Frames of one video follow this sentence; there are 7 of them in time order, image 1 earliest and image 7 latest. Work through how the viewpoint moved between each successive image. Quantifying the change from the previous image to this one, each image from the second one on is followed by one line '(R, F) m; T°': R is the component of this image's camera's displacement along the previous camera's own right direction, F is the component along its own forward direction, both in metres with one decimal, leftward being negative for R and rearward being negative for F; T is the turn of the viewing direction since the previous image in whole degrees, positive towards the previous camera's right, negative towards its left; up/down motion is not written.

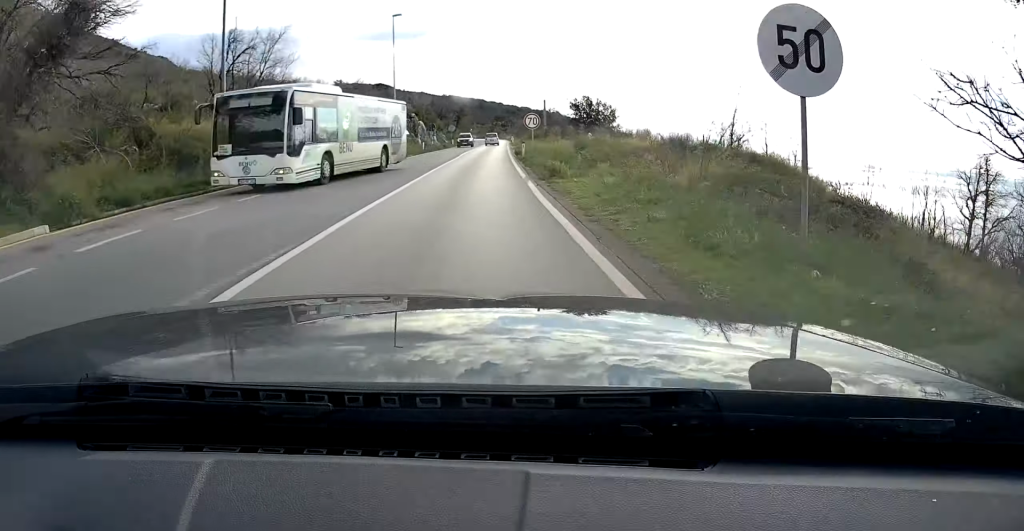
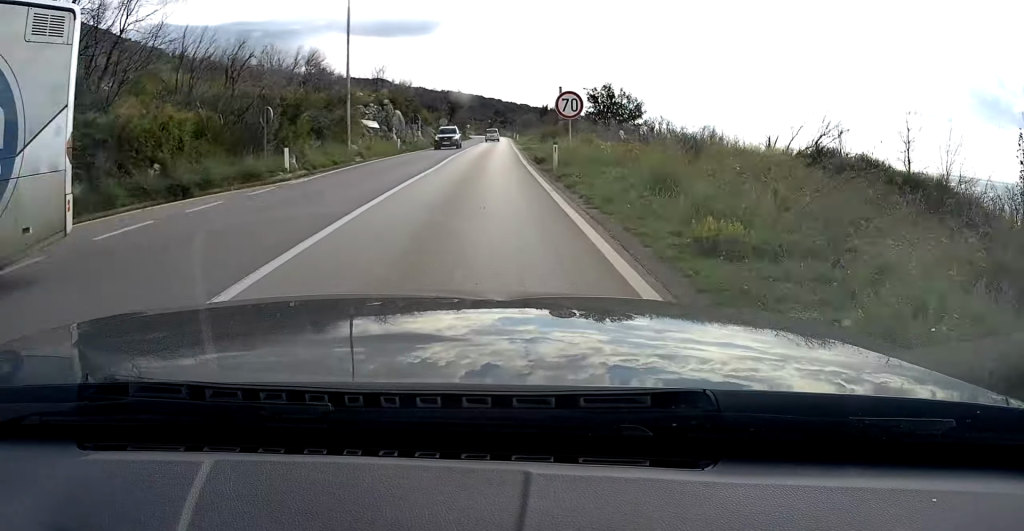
(+0.2, +15.6) m; +1°
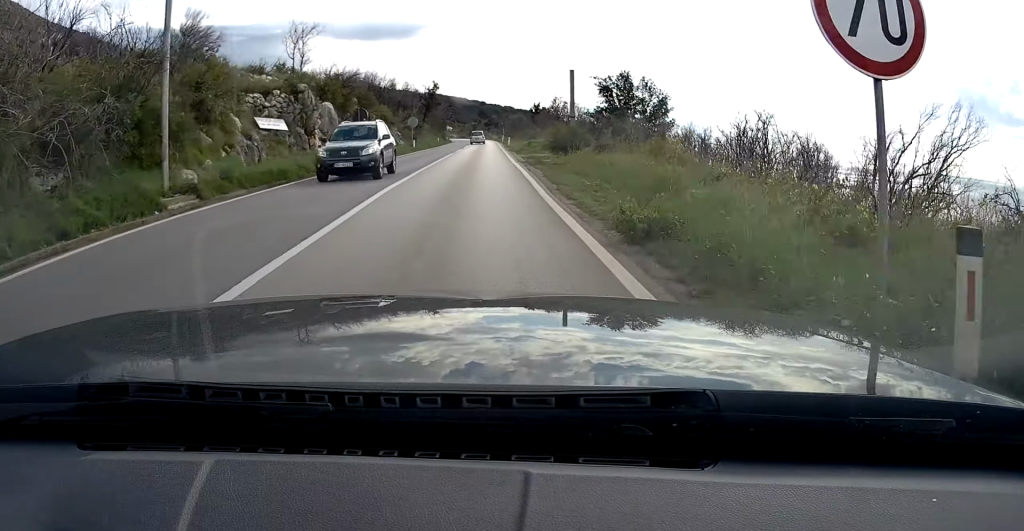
(+0.2, +17.0) m; +1°
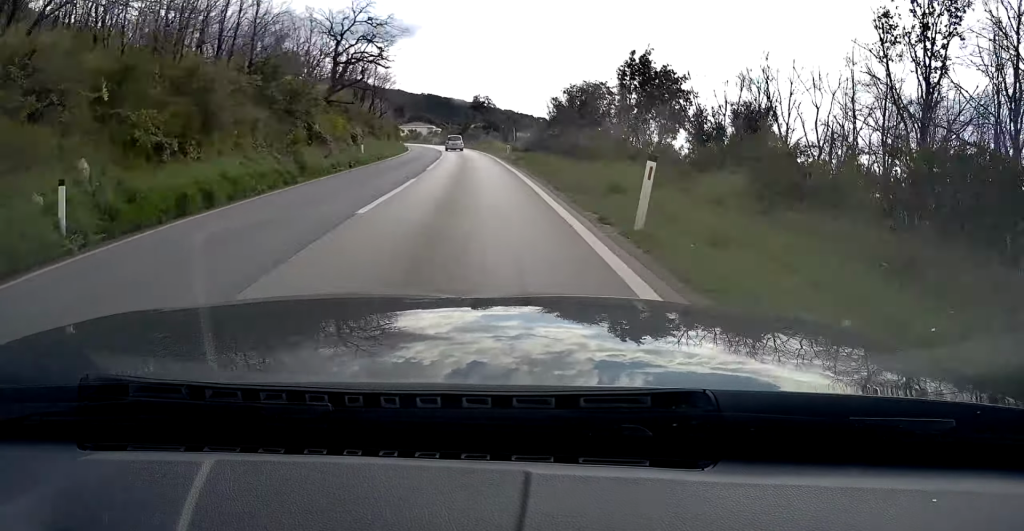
(+1.1, +75.6) m; 0°
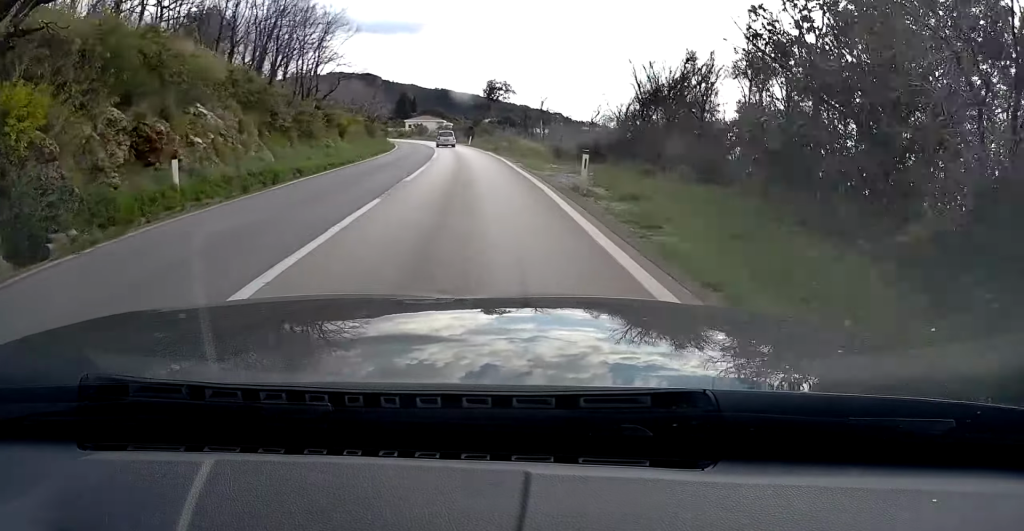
(0.0, +24.2) m; -1°
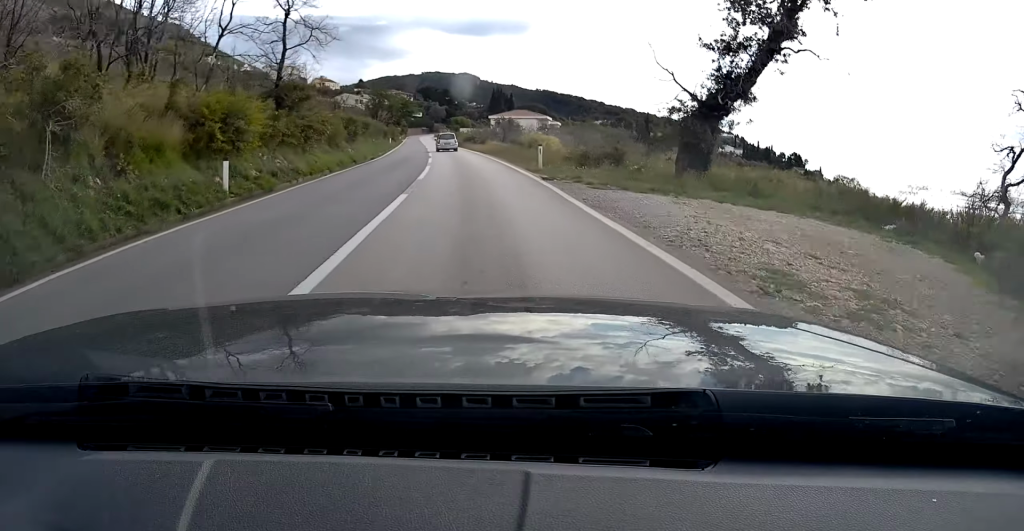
(-4.5, +75.7) m; -8°
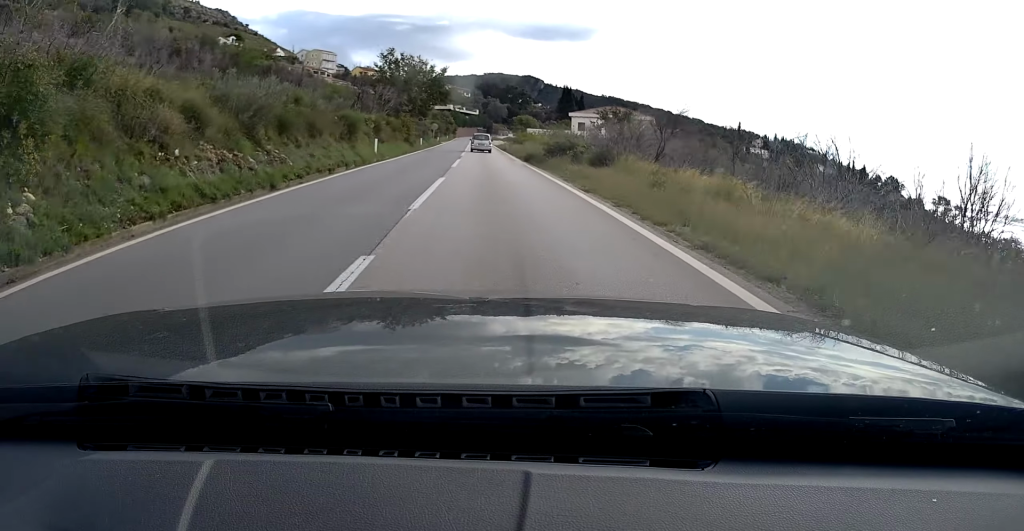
(-2.3, +45.6) m; -4°
